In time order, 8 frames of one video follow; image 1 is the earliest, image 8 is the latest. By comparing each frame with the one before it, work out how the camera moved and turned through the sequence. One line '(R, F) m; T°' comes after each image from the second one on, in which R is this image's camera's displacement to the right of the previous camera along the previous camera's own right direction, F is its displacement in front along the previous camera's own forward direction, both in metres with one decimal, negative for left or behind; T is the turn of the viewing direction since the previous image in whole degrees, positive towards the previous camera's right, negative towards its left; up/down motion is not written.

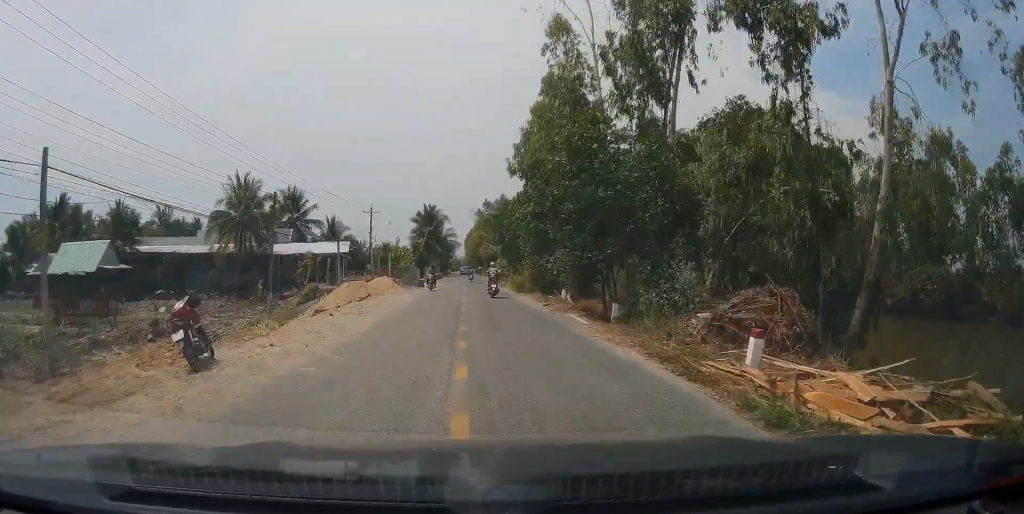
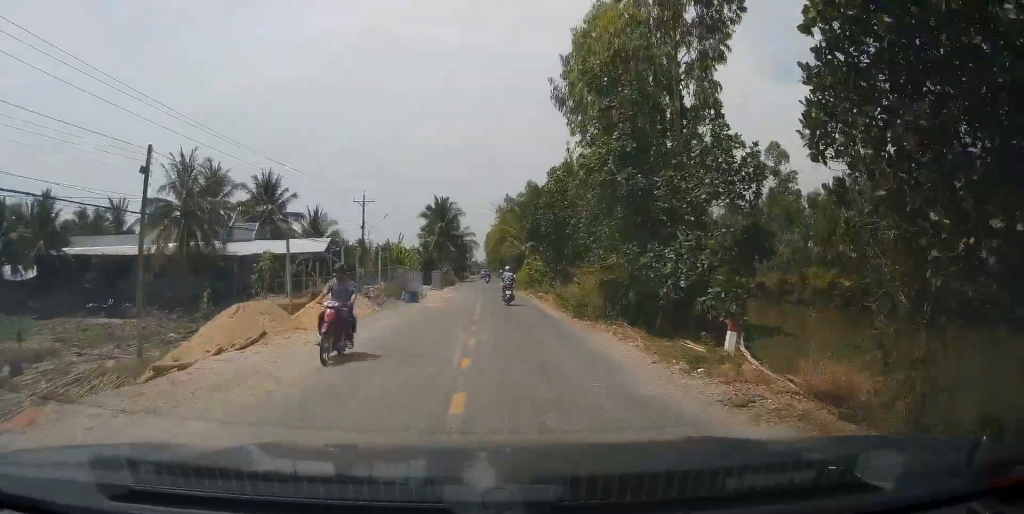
(+0.3, +17.3) m; 0°
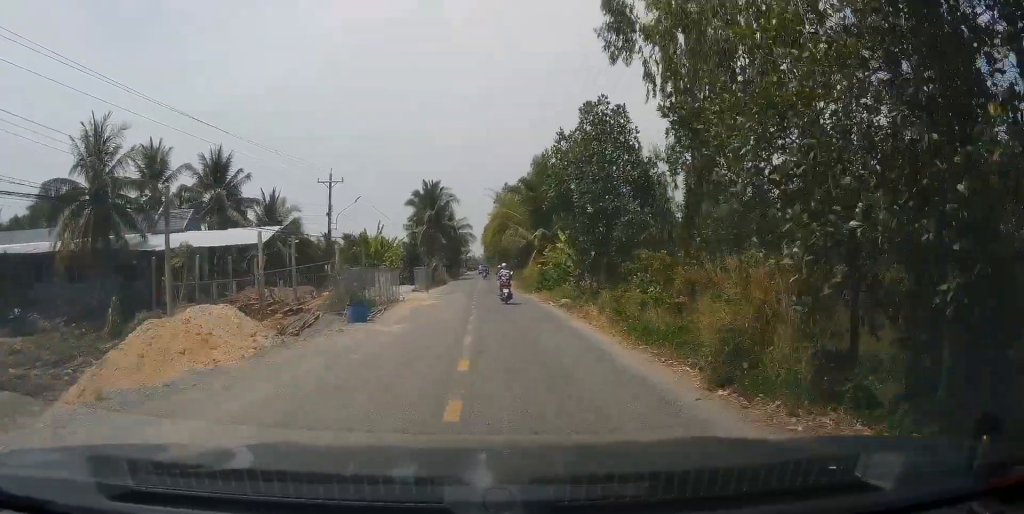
(-0.2, +12.9) m; -1°
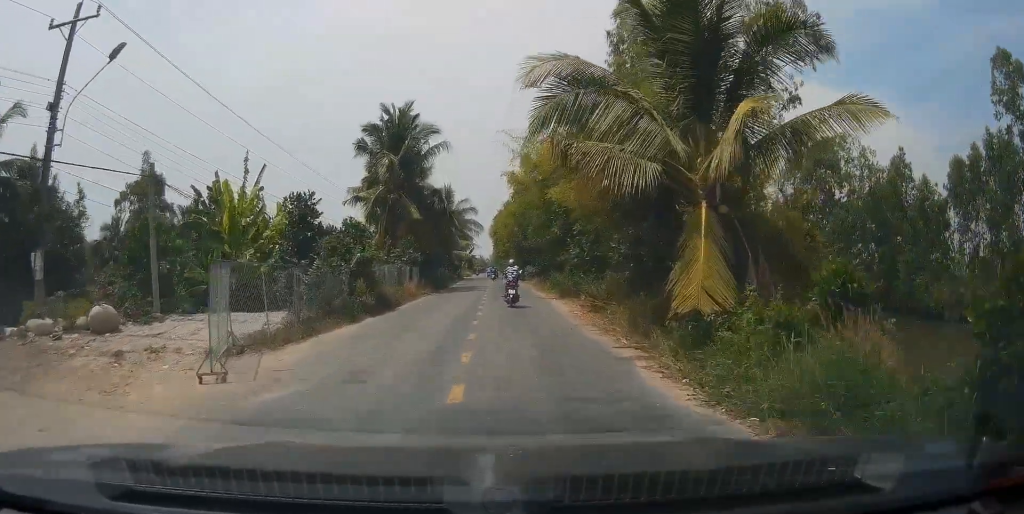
(-0.8, +35.7) m; -2°
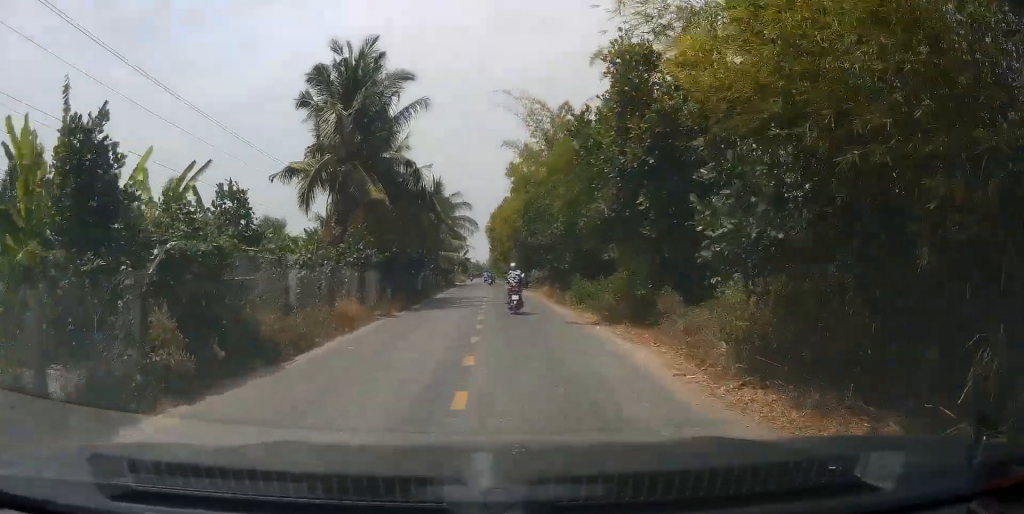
(+0.1, +12.8) m; +1°
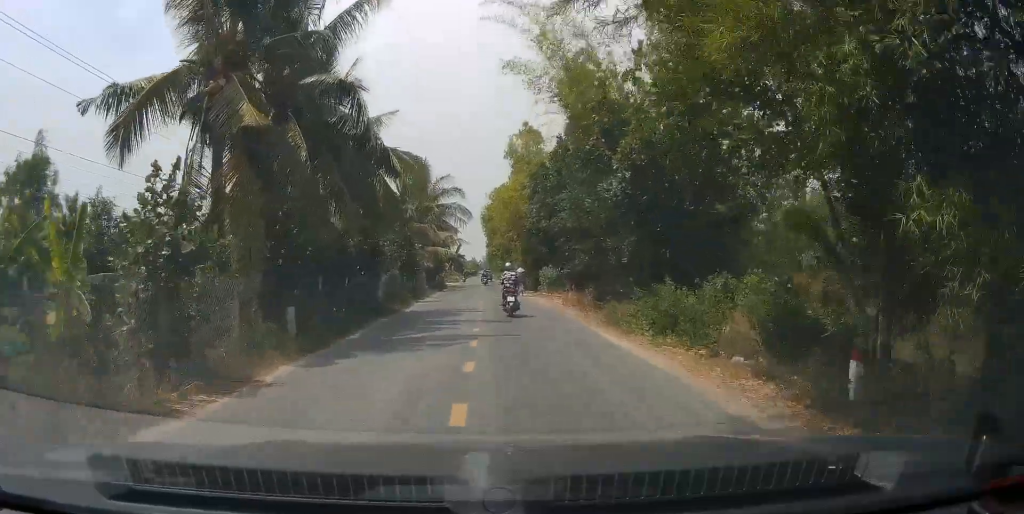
(+0.1, +13.0) m; 0°
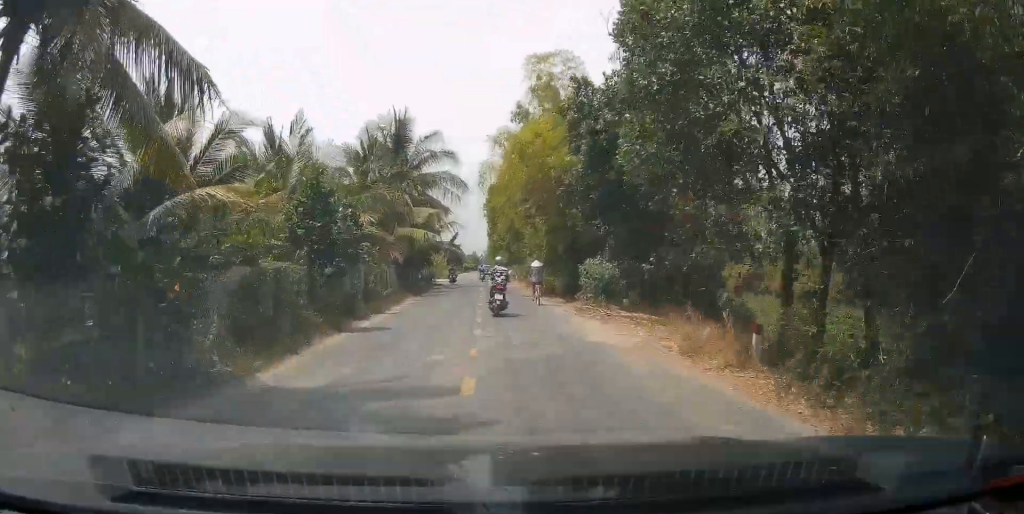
(0.0, +17.0) m; 0°
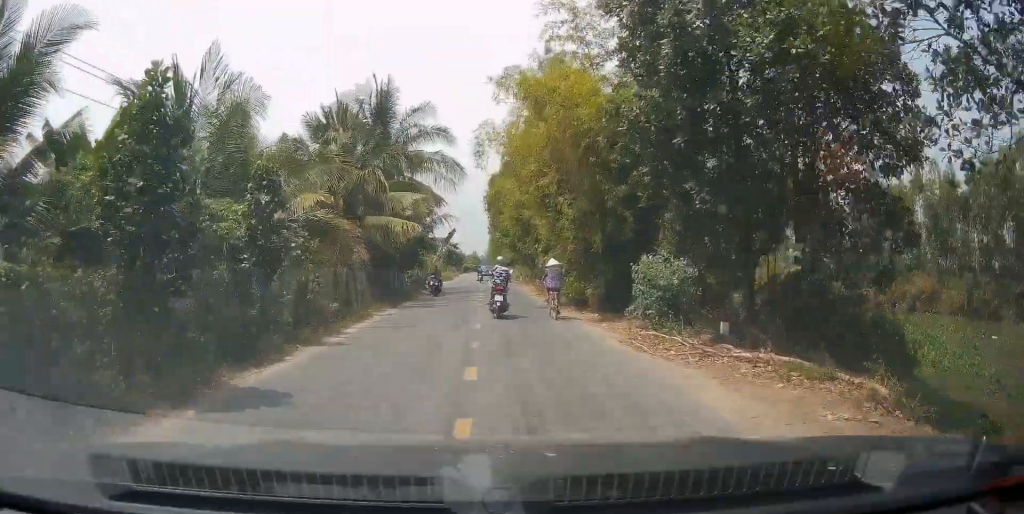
(0.0, +8.4) m; 0°
